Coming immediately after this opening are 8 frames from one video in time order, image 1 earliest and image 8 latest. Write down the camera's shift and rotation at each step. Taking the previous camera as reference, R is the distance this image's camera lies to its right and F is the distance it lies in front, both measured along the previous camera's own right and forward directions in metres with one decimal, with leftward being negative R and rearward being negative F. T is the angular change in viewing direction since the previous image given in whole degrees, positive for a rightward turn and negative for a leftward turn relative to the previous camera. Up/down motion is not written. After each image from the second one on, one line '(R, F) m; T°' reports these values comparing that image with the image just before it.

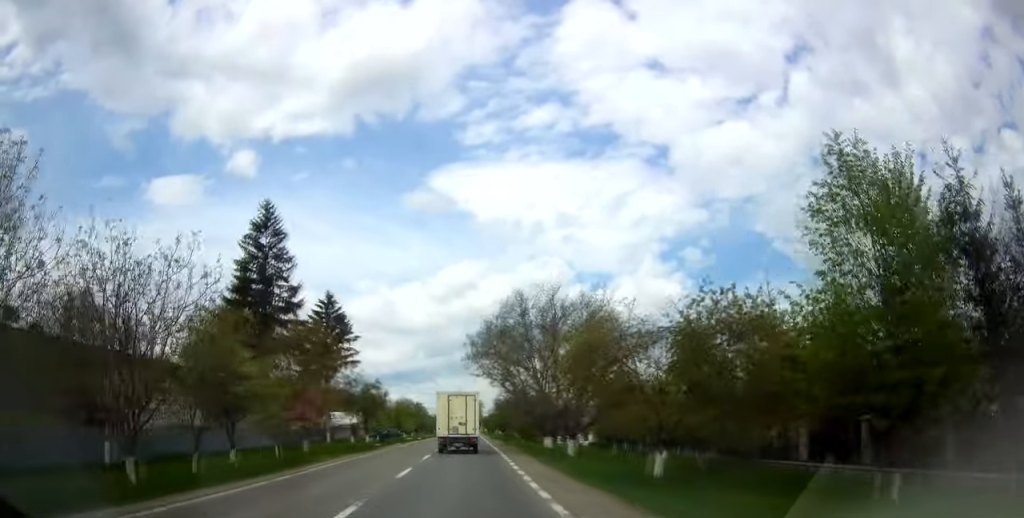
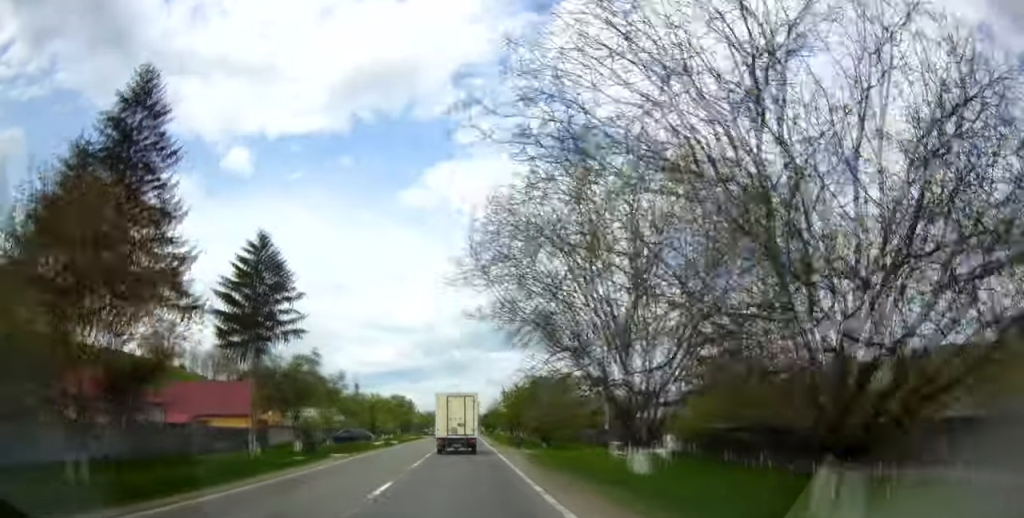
(0.0, +22.1) m; +1°
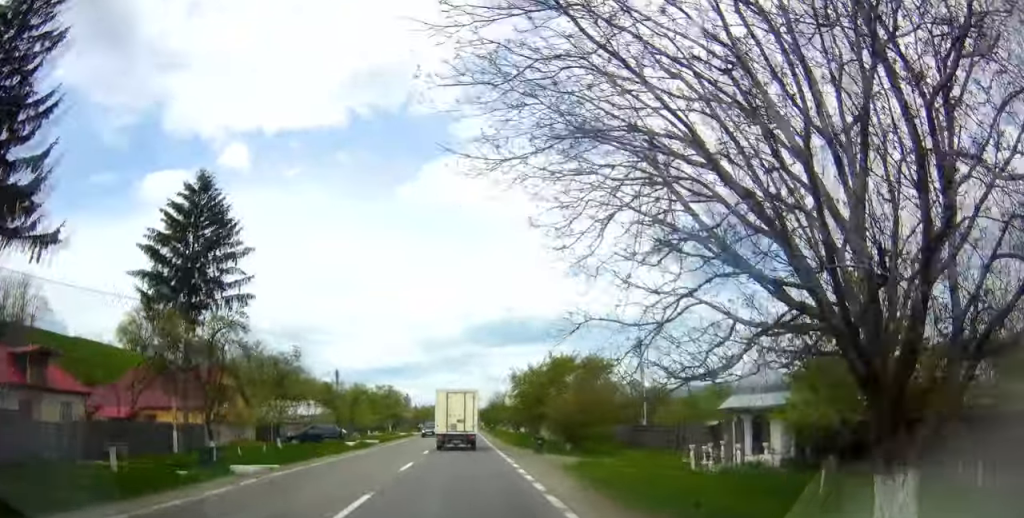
(+0.2, +12.0) m; +1°
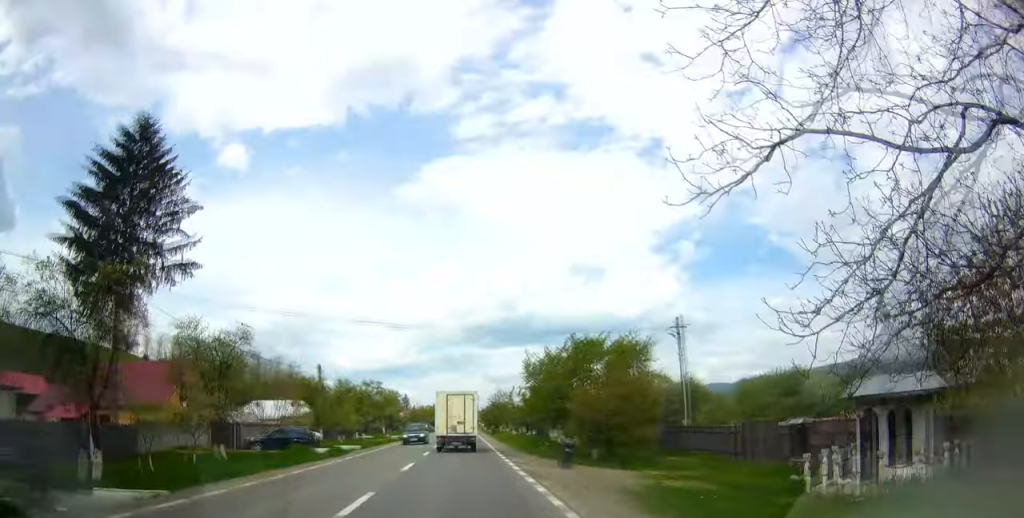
(+0.1, +8.5) m; 0°
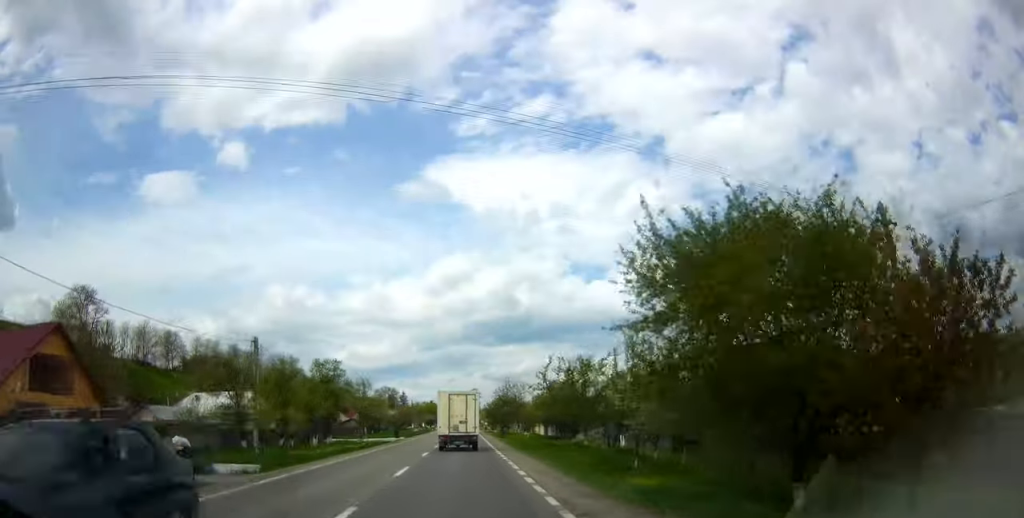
(-0.1, +20.1) m; -1°
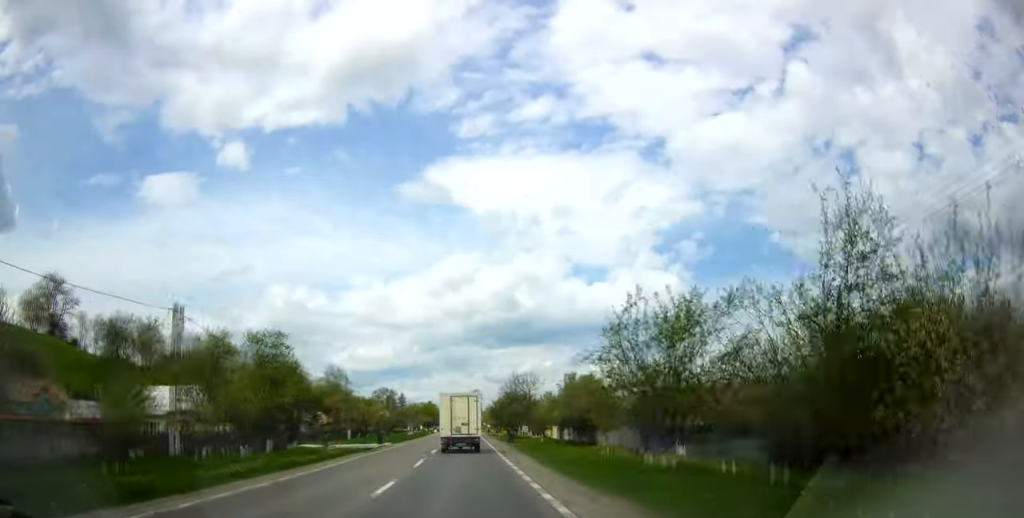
(-0.2, +13.0) m; 0°
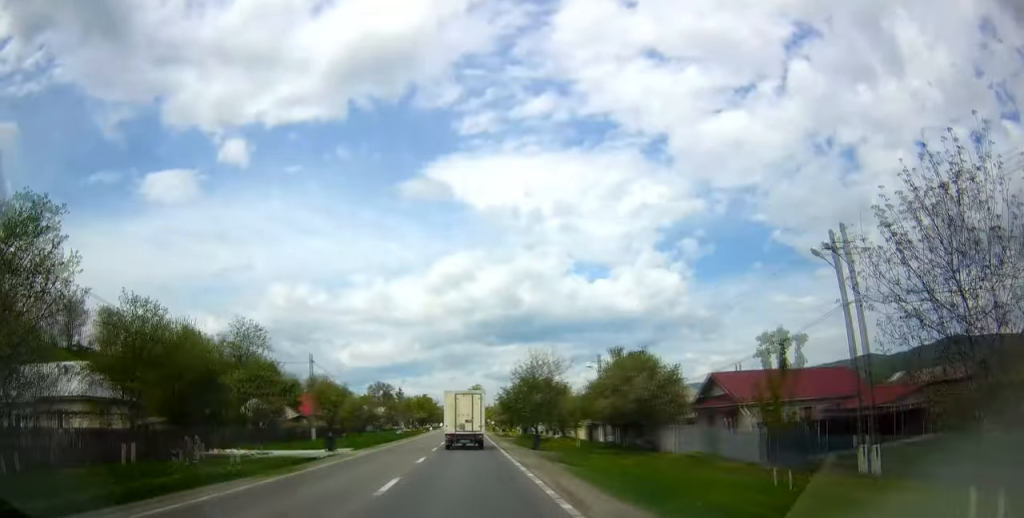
(+0.3, +18.1) m; 0°
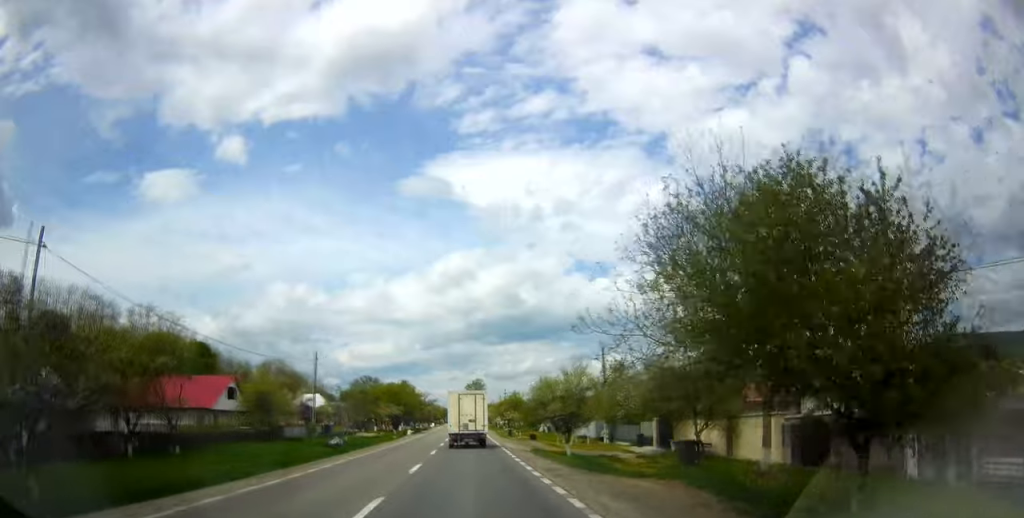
(-0.1, +39.6) m; 0°
